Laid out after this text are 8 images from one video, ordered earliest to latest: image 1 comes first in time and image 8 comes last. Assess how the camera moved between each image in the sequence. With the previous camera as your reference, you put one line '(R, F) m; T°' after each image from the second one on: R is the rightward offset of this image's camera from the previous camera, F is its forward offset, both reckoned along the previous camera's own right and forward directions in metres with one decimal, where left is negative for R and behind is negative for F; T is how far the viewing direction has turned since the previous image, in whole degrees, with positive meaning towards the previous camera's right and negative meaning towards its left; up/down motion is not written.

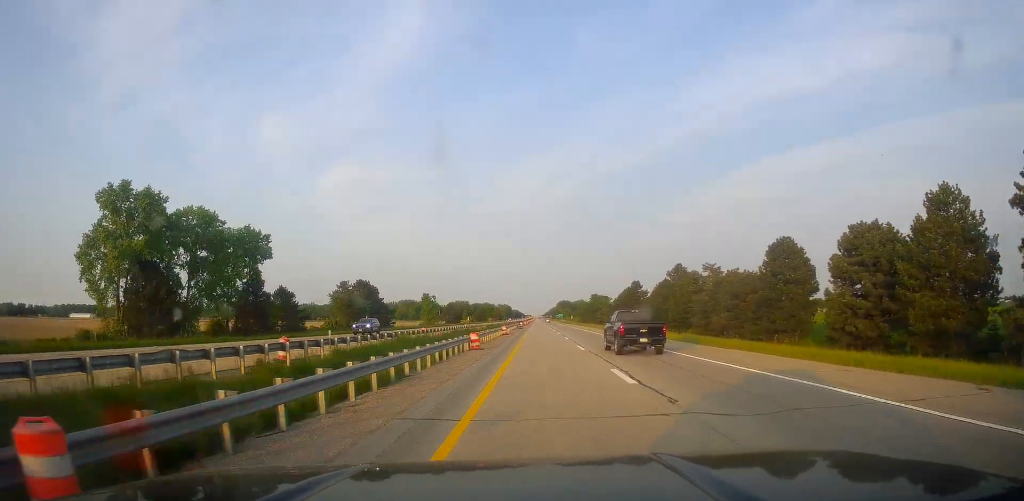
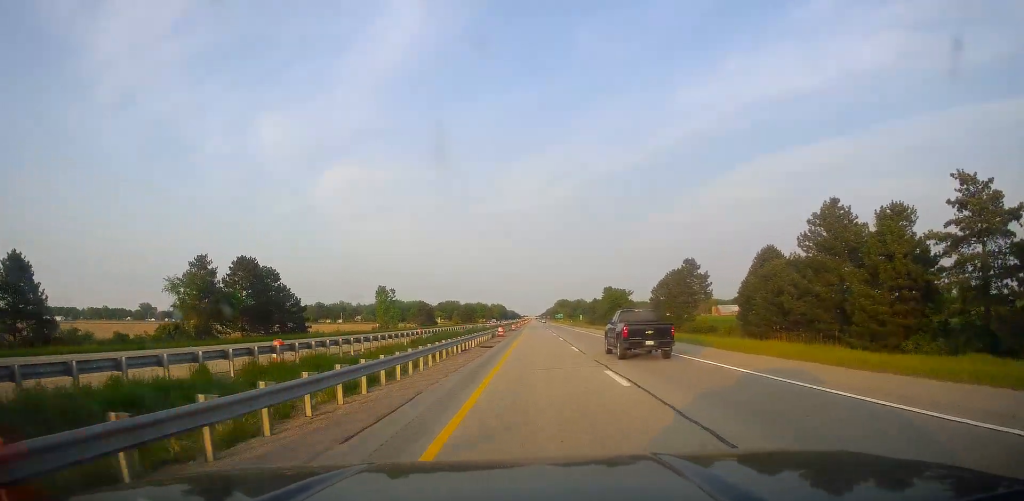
(+0.4, +60.8) m; +1°
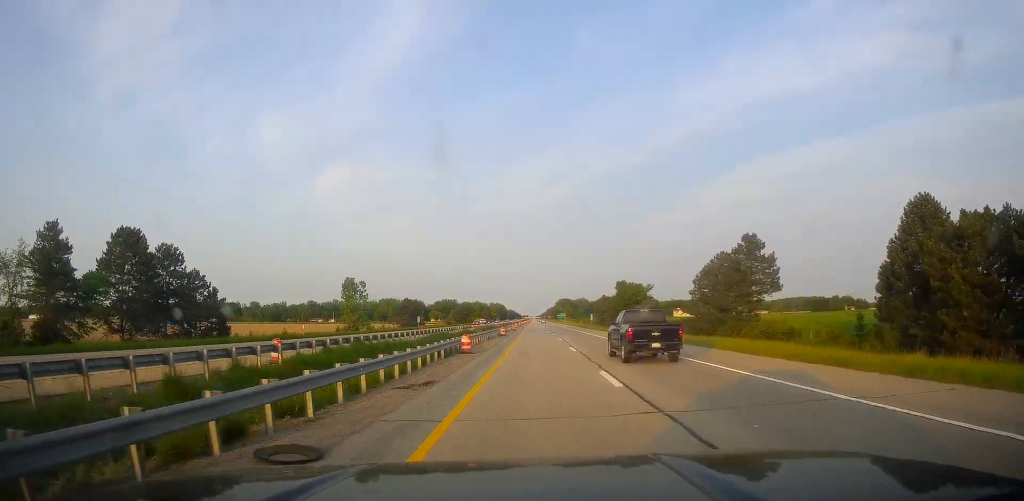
(0.0, +29.8) m; 0°
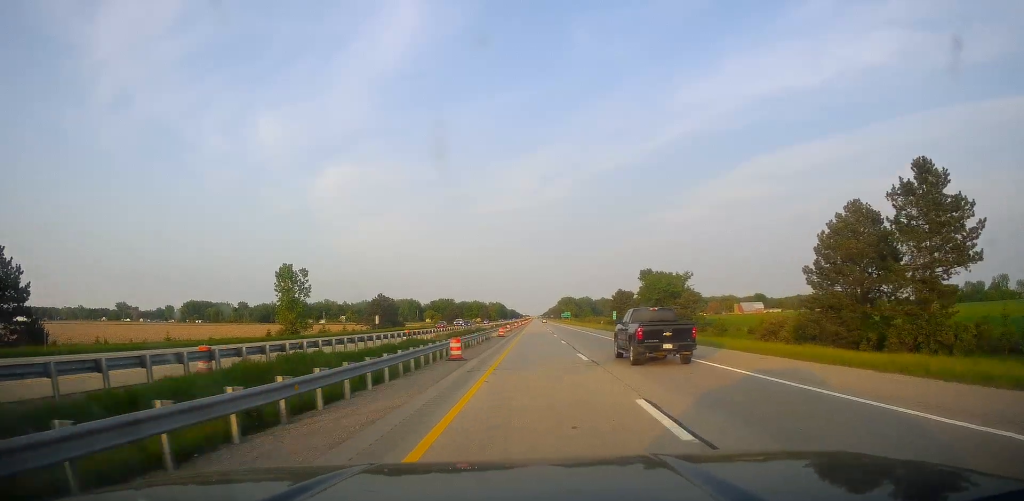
(-0.1, +37.2) m; -1°
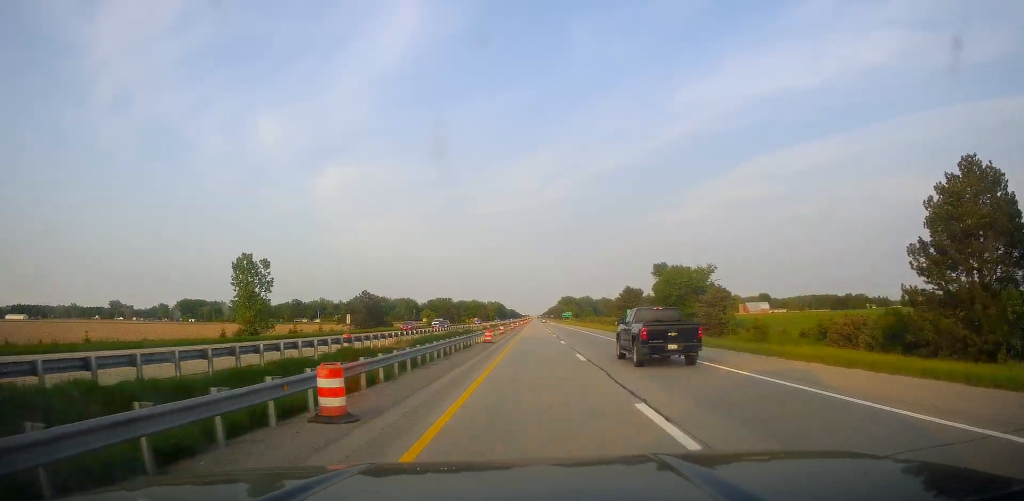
(-0.2, +15.5) m; 0°
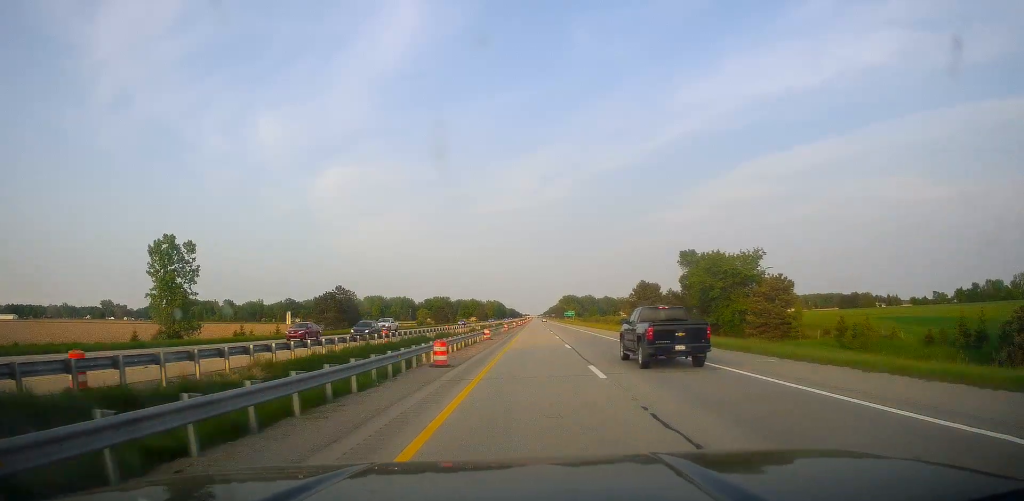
(-0.2, +21.5) m; 0°
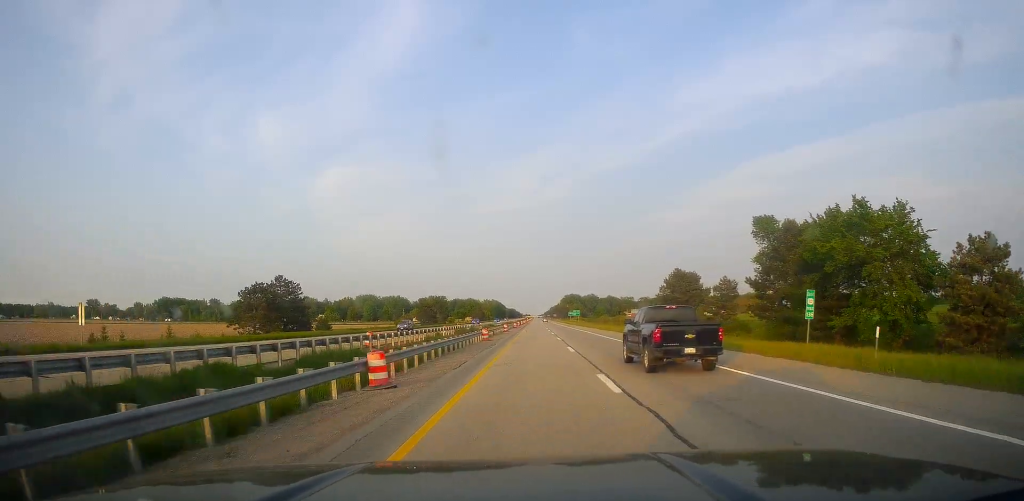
(+0.5, +33.5) m; +1°
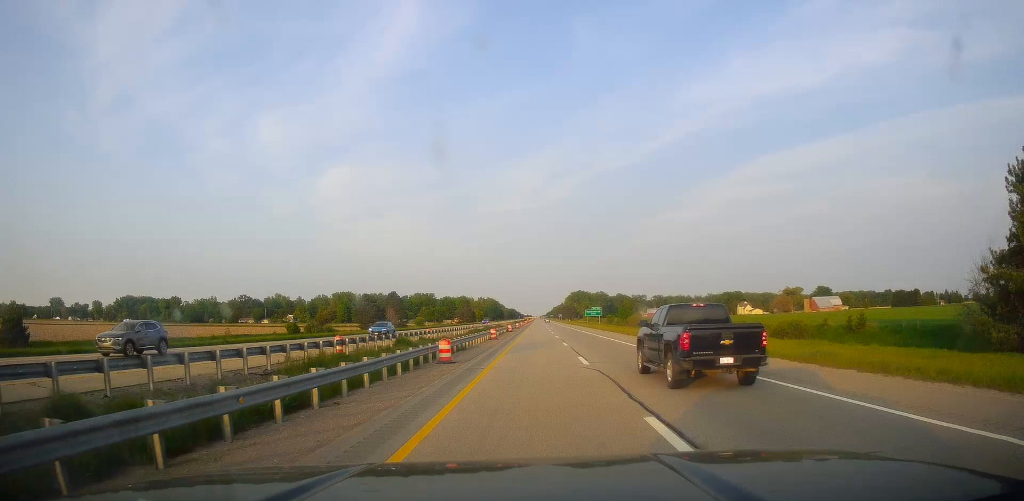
(-1.1, +82.5) m; -1°
